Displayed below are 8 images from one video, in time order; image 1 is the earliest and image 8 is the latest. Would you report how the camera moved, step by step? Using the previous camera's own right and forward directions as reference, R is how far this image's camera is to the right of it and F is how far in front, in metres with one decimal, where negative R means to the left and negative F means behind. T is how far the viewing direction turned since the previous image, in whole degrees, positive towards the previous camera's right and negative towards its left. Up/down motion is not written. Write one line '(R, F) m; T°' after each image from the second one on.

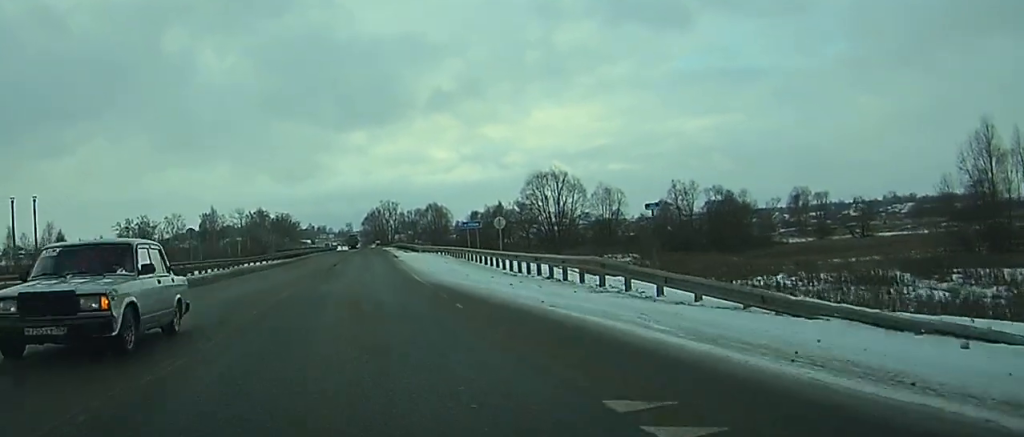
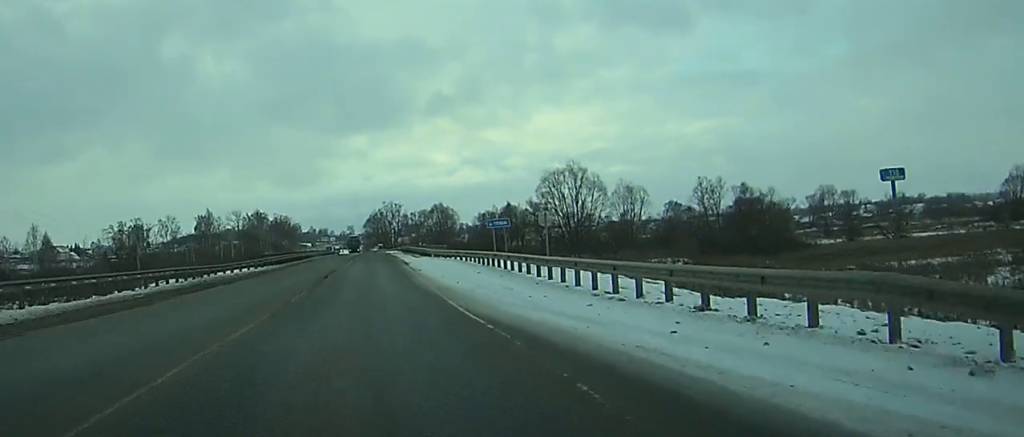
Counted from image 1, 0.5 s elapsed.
(+0.2, +12.7) m; +1°
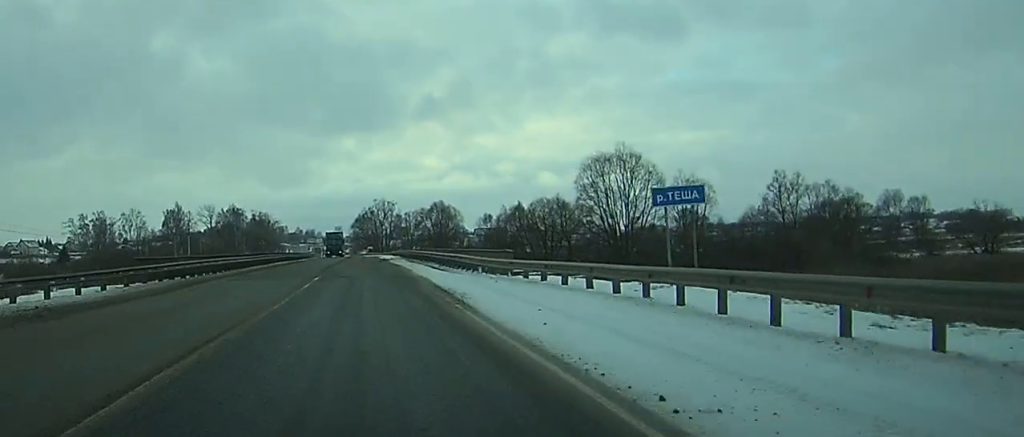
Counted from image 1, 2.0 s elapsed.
(+0.4, +34.0) m; +1°
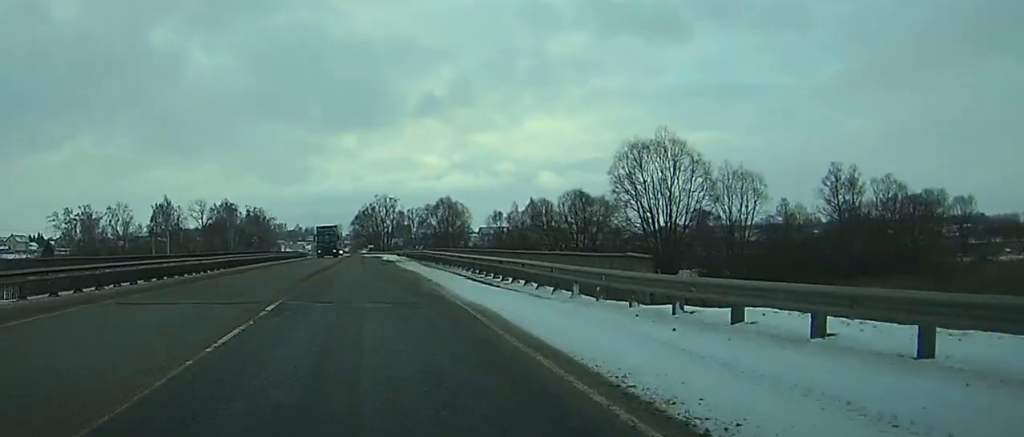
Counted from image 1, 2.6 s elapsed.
(0.0, +15.8) m; 0°
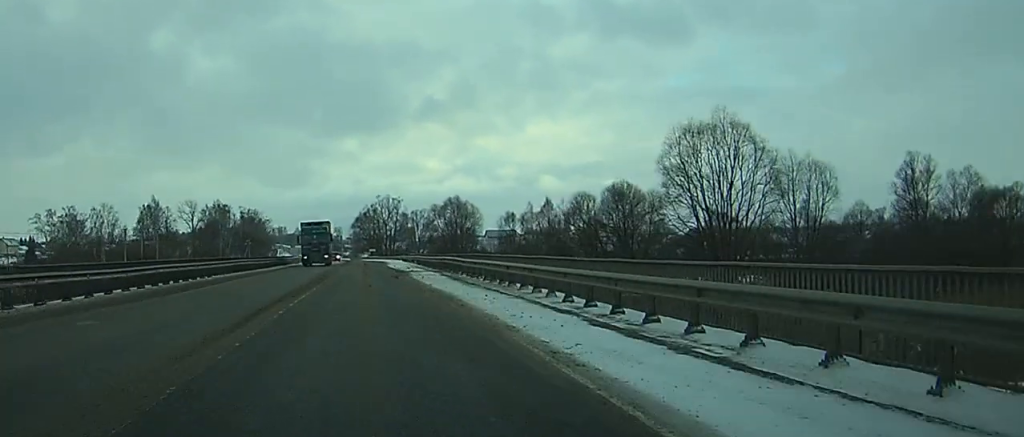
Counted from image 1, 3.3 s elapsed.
(0.0, +16.6) m; 0°
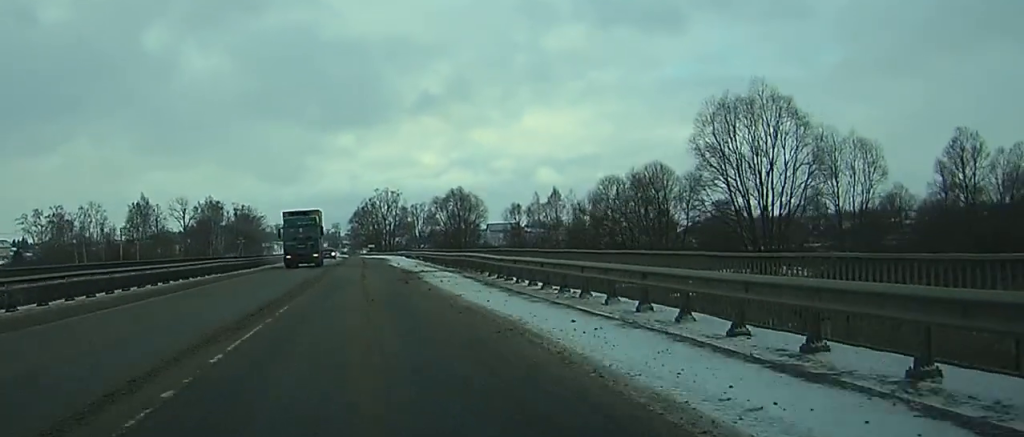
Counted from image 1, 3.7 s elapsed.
(0.0, +9.4) m; 0°
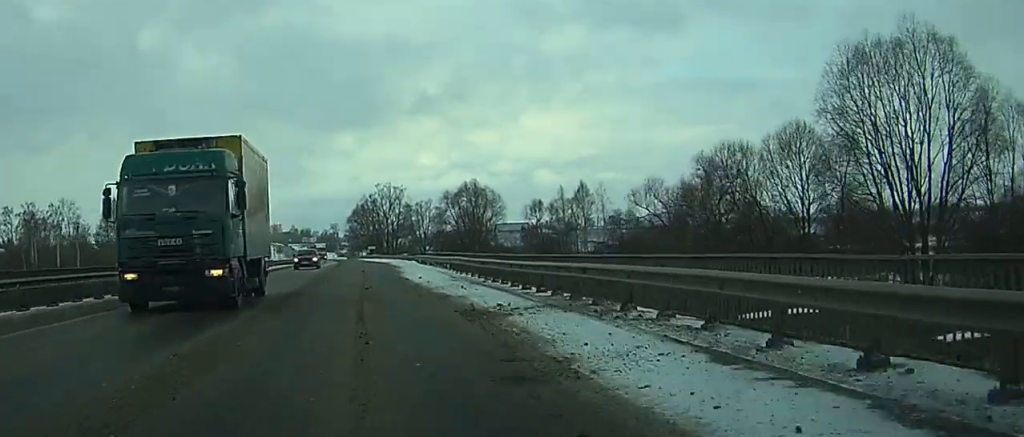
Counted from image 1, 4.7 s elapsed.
(0.0, +22.7) m; 0°
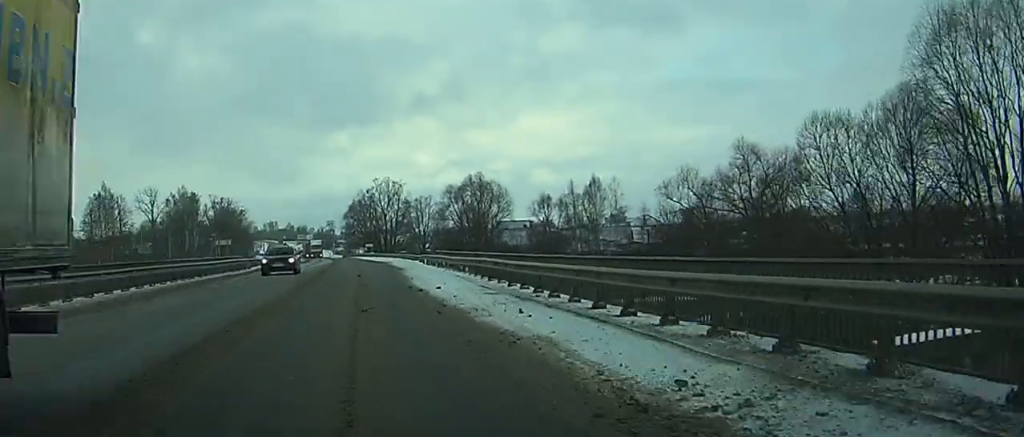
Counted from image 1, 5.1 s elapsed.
(0.0, +10.1) m; 0°
